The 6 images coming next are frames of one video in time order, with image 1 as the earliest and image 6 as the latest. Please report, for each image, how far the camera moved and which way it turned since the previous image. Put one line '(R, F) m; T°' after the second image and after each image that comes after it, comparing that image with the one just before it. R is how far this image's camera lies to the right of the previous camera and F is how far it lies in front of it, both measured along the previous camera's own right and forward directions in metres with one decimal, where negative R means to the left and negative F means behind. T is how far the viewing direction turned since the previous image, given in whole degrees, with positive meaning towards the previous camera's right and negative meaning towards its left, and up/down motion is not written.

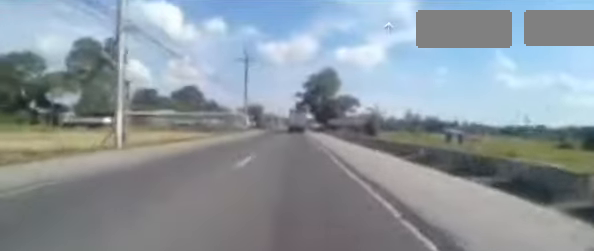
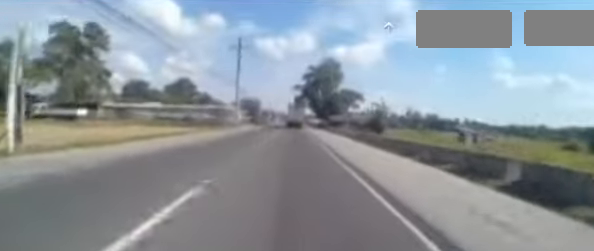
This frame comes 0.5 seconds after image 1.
(+0.1, +5.9) m; +1°
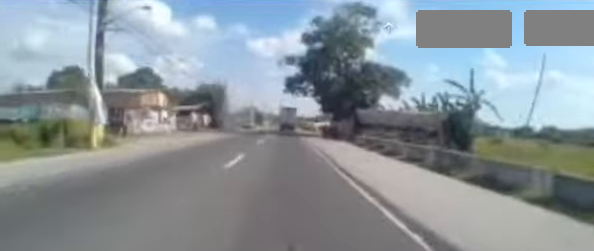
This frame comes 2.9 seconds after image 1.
(0.0, +31.7) m; 0°
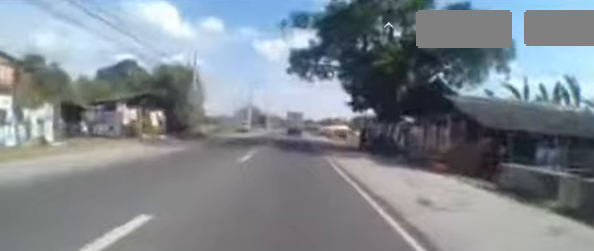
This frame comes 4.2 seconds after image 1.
(0.0, +17.9) m; 0°
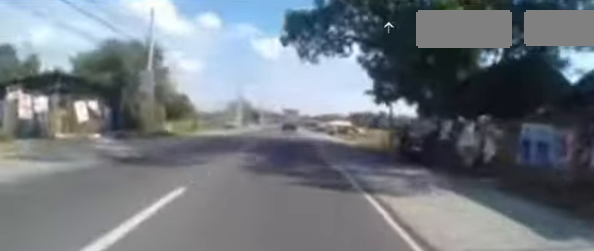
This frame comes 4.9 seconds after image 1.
(0.0, +8.7) m; 0°
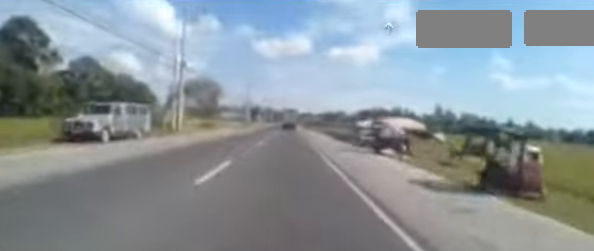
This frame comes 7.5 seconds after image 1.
(-0.8, +38.8) m; 0°
